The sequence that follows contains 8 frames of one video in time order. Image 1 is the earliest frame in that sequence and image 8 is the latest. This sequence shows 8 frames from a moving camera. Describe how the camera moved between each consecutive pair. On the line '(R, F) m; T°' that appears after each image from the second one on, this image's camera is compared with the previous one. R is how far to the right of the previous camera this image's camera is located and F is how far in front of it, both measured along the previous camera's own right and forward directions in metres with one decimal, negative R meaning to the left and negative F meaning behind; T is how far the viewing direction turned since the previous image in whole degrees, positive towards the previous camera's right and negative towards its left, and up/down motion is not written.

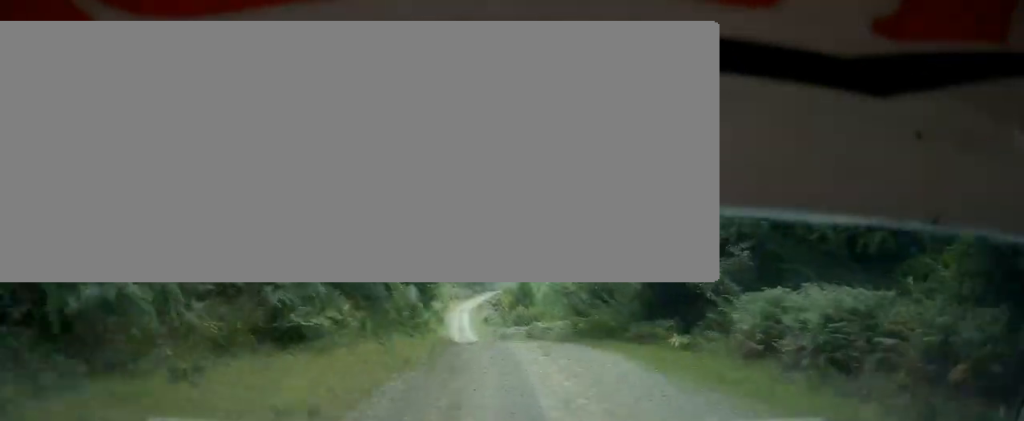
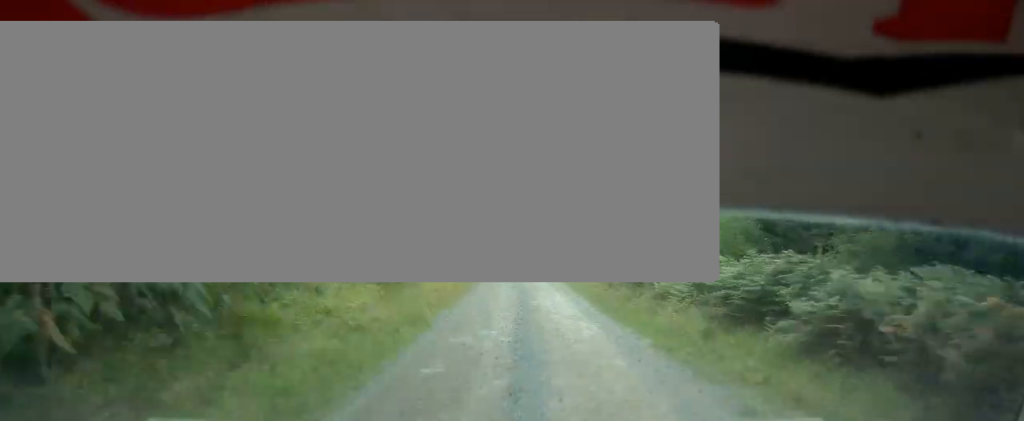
(-0.2, +36.7) m; +1°
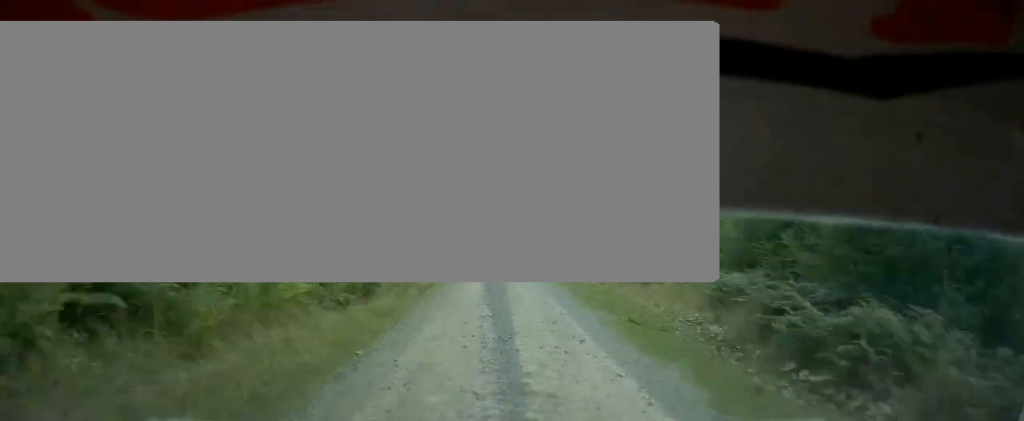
(+0.8, +38.7) m; 0°
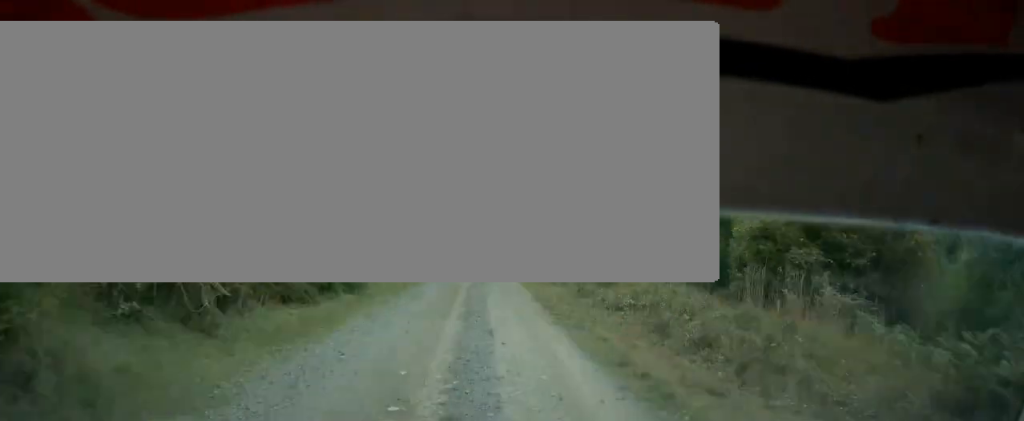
(-0.8, +36.1) m; 0°
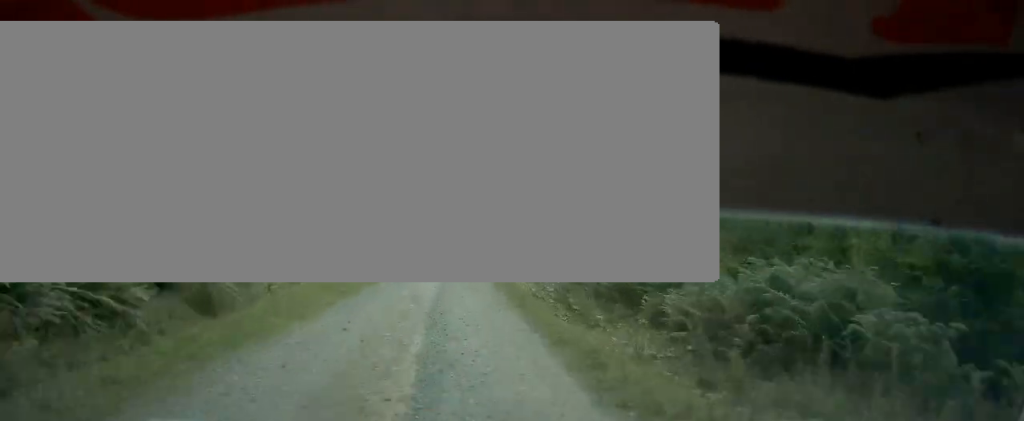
(+0.2, +19.4) m; +2°
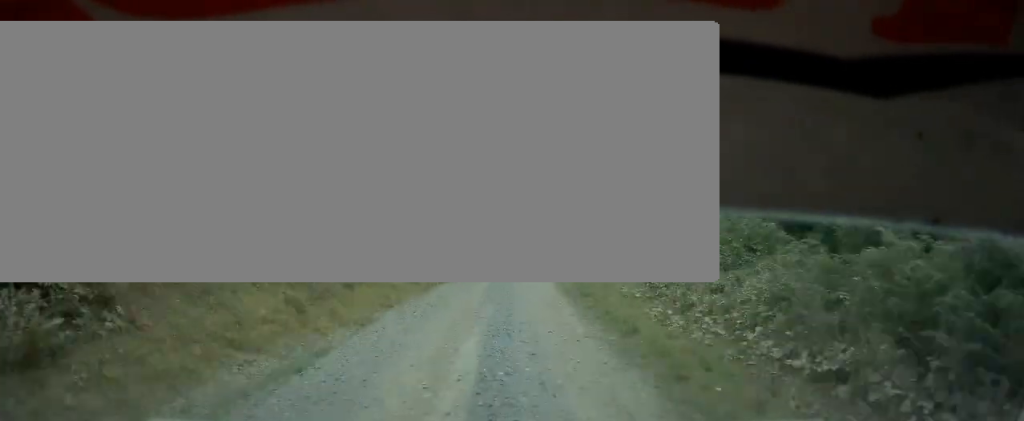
(+0.3, +20.8) m; +4°
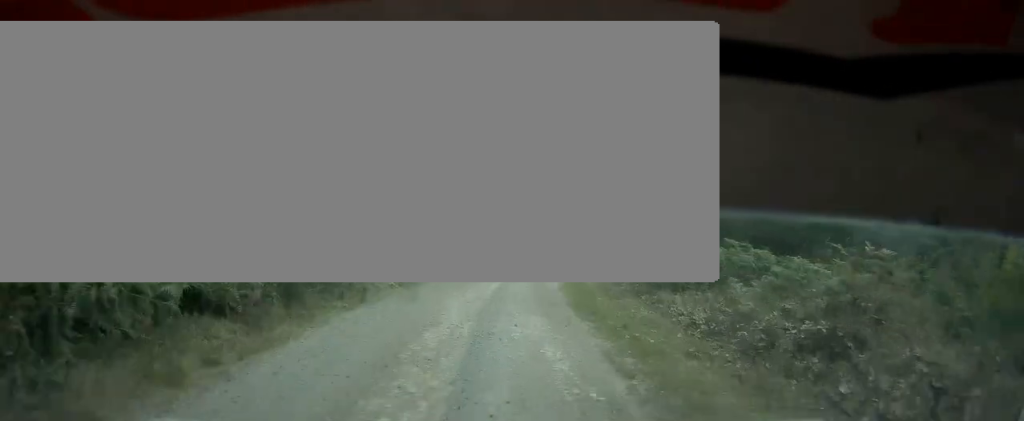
(+6.6, +58.9) m; +14°
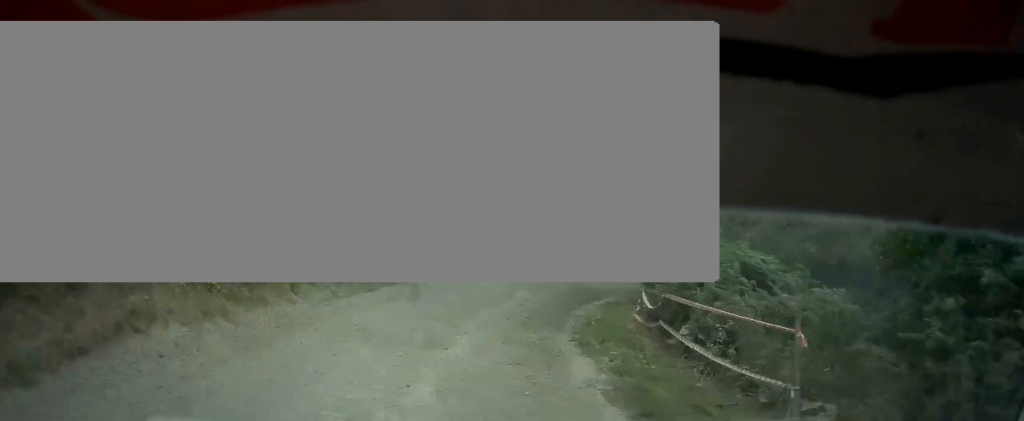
(+2.8, +24.0) m; +16°
